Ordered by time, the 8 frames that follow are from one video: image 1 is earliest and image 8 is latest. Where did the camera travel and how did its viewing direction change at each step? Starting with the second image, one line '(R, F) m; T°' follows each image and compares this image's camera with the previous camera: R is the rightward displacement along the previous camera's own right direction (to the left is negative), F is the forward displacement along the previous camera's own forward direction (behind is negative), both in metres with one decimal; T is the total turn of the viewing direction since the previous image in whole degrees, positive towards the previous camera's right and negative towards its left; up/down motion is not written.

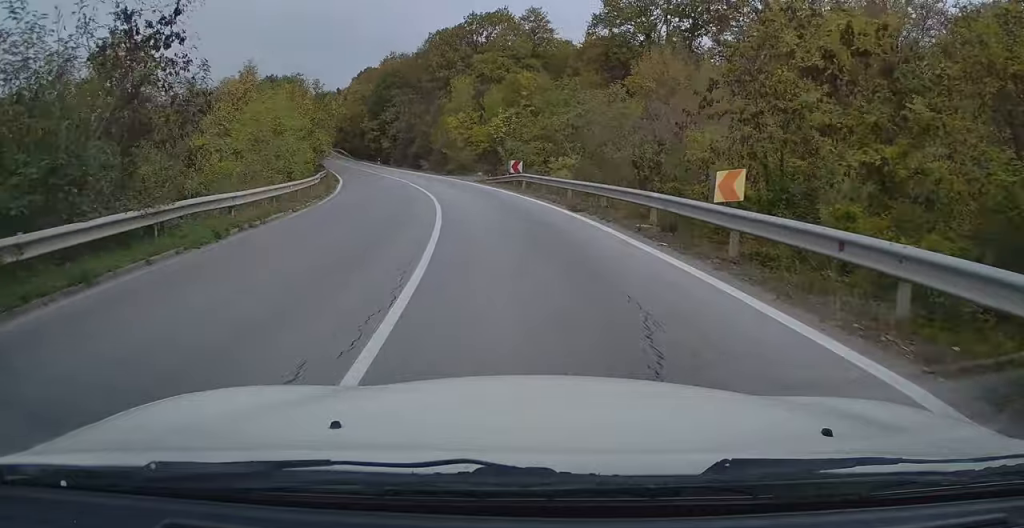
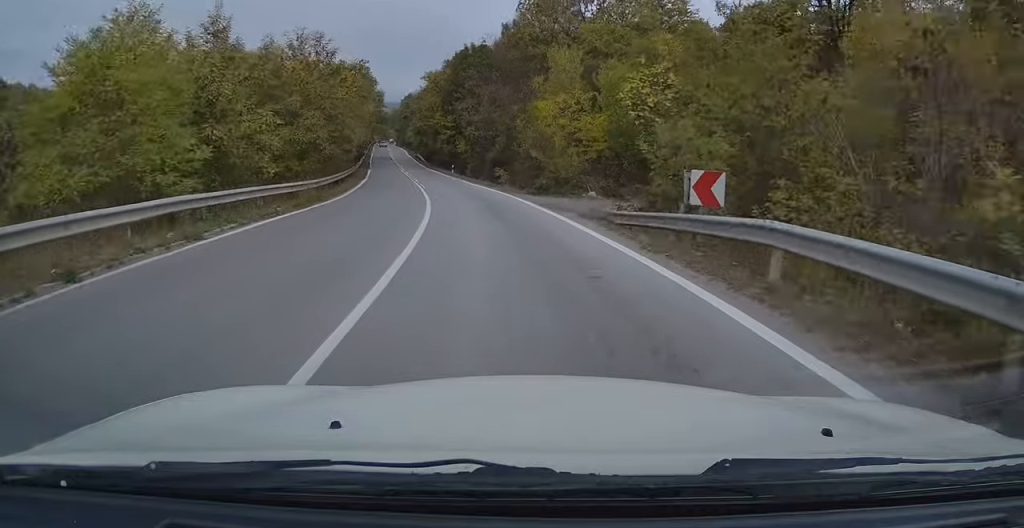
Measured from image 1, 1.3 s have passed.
(-1.7, +21.2) m; -10°
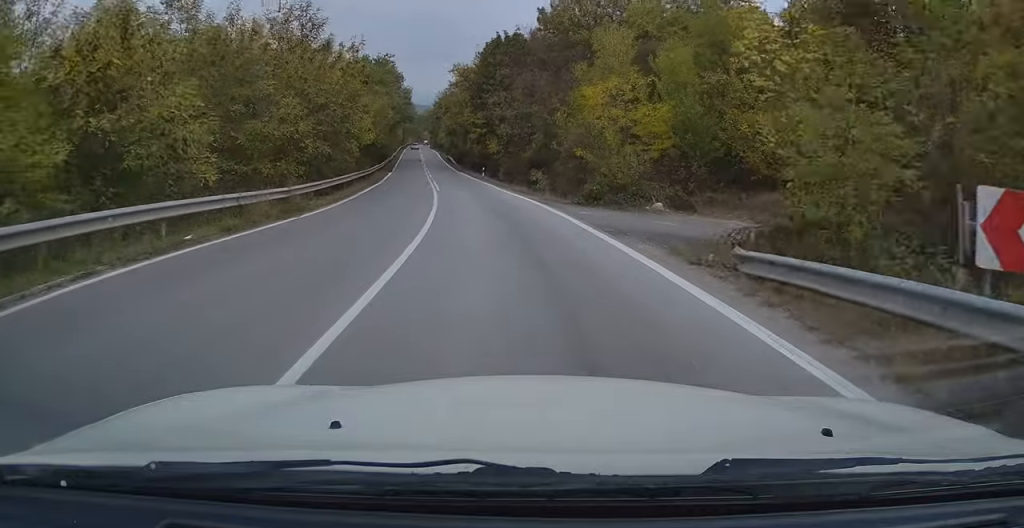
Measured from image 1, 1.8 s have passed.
(-0.4, +6.9) m; -3°
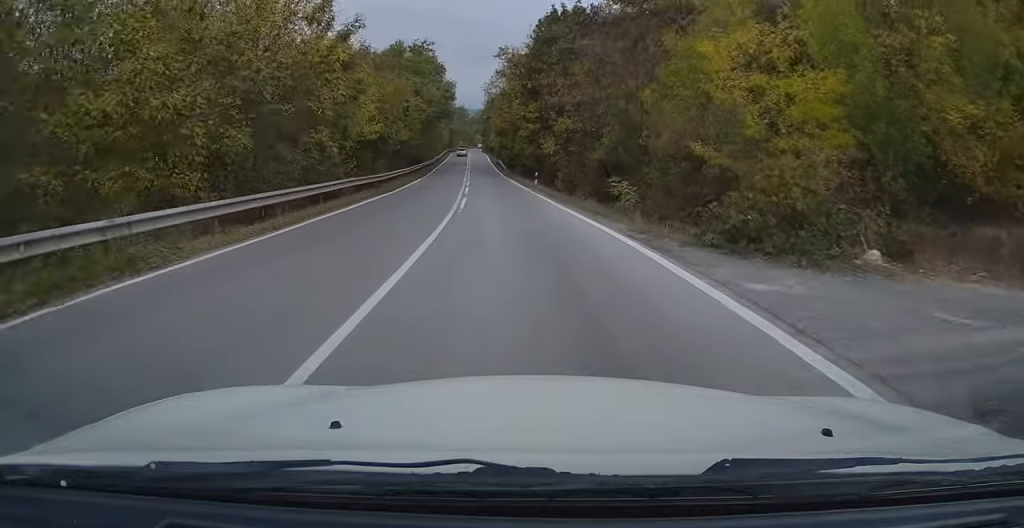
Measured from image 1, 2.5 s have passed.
(-0.4, +11.2) m; -4°
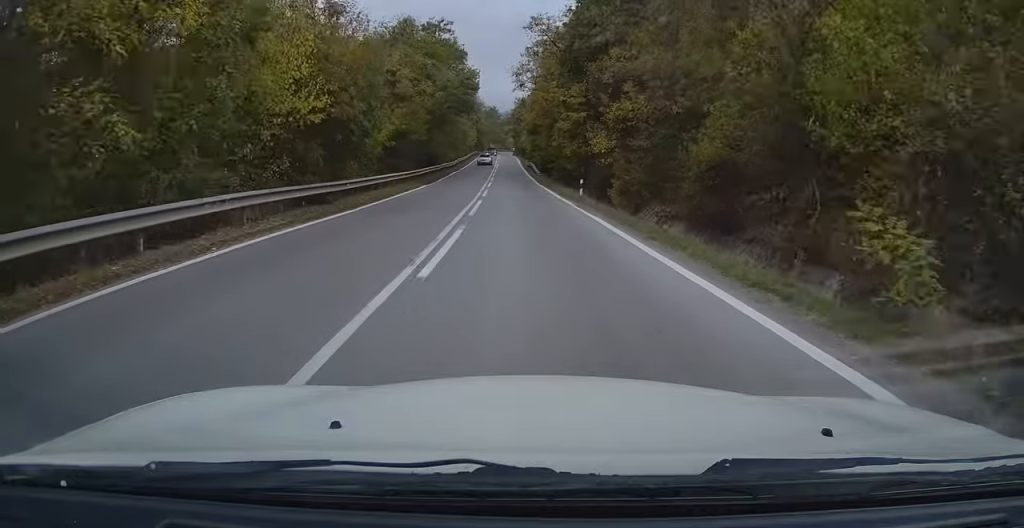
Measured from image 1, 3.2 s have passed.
(-0.4, +11.8) m; -3°
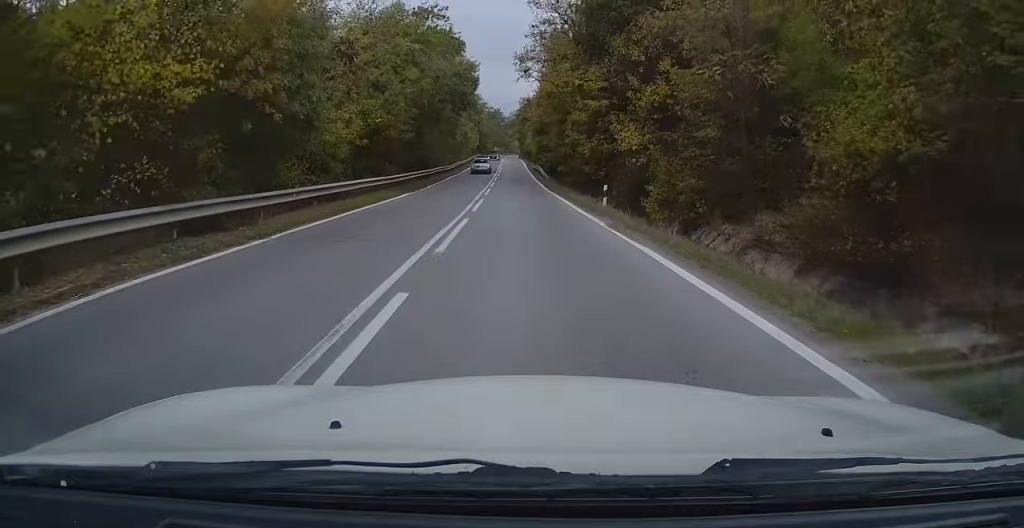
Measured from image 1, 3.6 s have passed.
(-0.1, +7.0) m; -1°
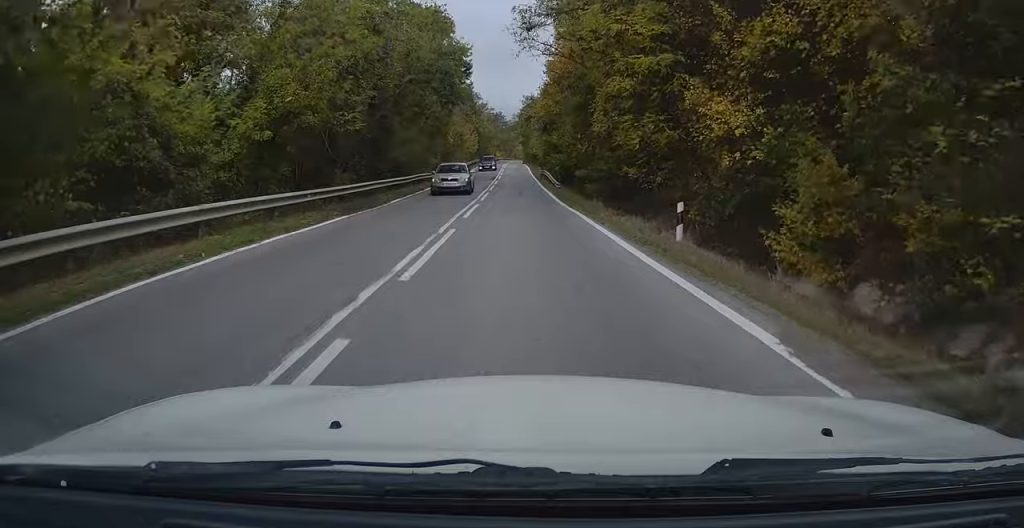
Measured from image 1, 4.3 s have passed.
(-0.2, +10.7) m; -2°
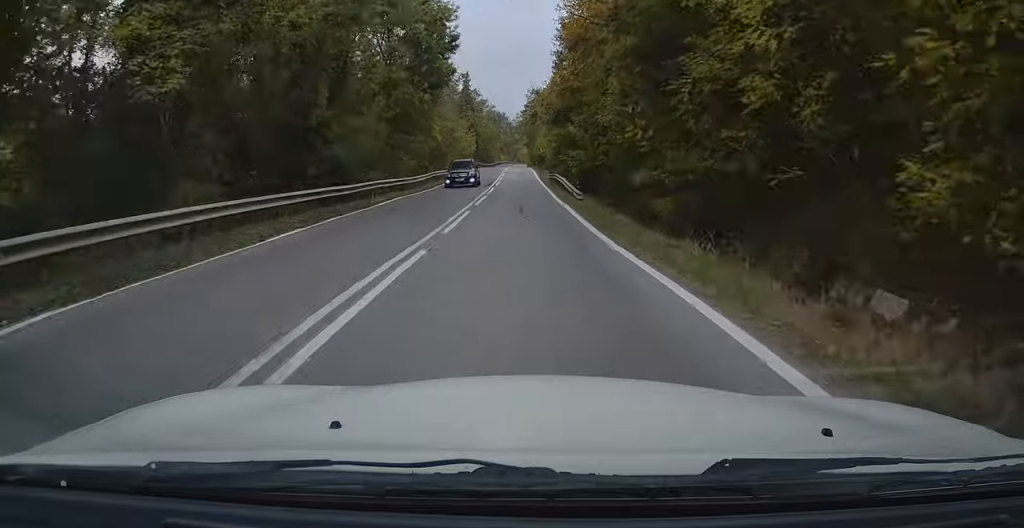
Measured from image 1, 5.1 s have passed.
(-0.1, +12.3) m; 0°
